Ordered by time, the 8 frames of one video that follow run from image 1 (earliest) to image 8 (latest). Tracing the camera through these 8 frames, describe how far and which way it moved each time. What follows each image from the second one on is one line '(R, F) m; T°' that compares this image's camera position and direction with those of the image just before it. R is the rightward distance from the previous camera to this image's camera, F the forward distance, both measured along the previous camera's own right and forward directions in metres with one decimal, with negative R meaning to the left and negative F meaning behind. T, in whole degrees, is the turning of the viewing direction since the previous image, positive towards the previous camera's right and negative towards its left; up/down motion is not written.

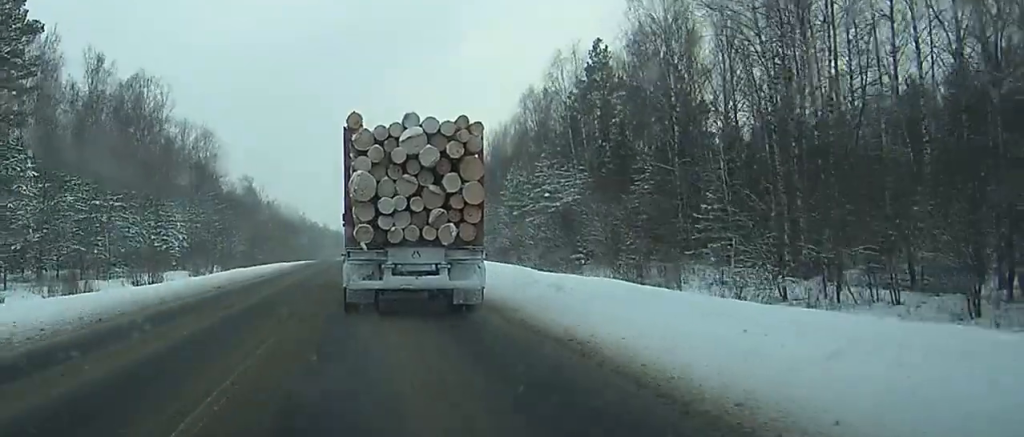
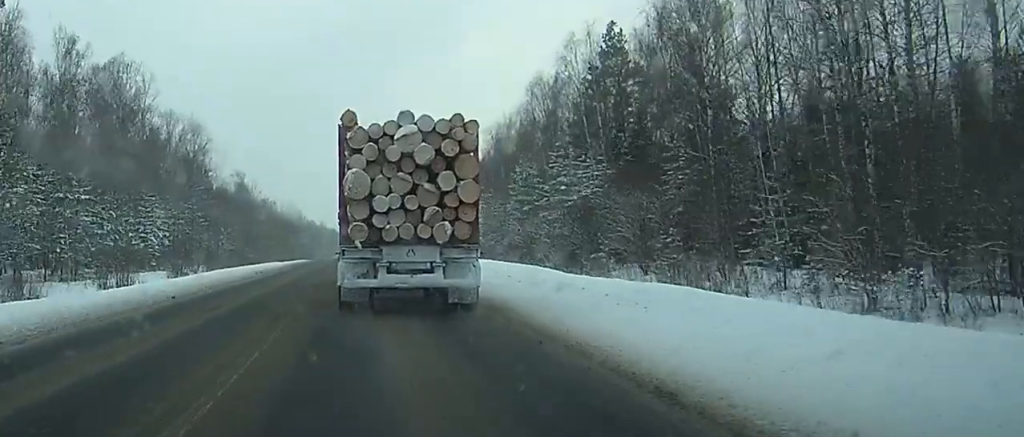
(0.0, +7.1) m; 0°
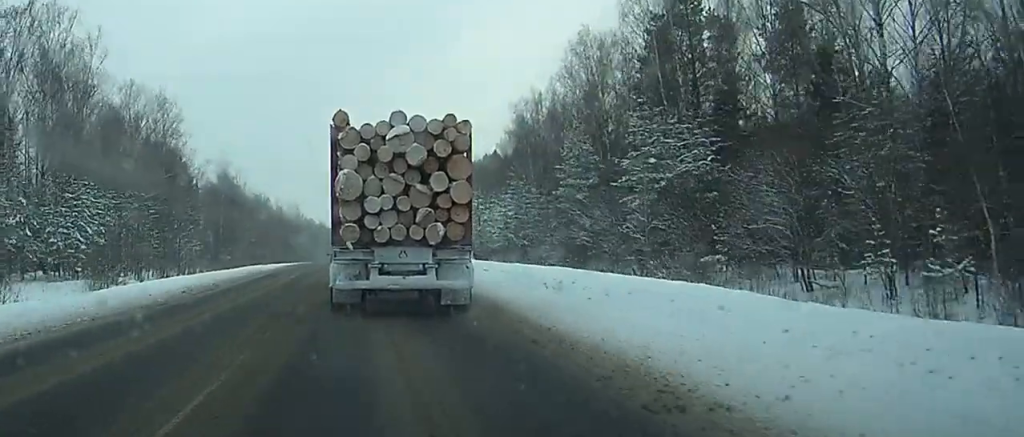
(0.0, +20.7) m; 0°
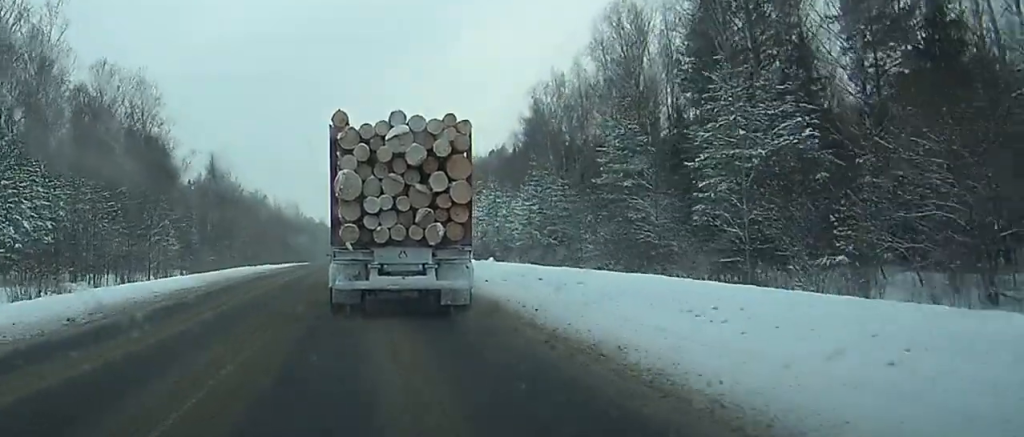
(-0.1, +11.1) m; 0°
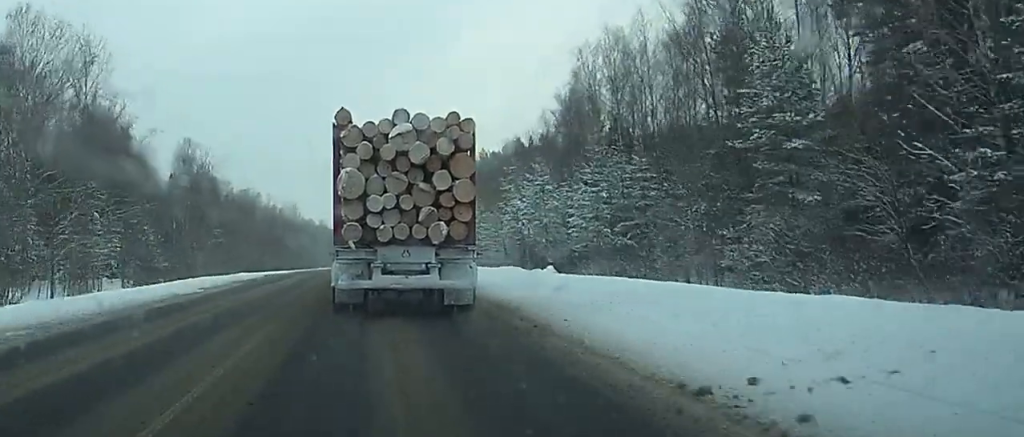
(0.0, +21.0) m; 0°
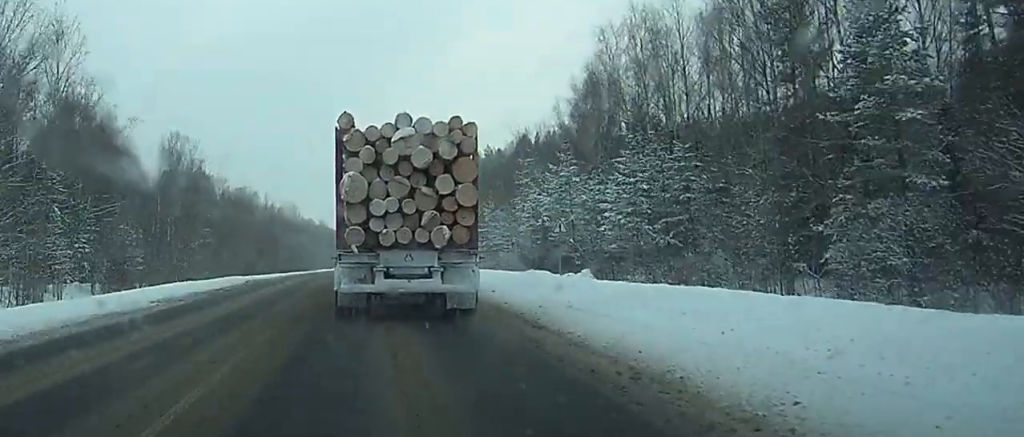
(0.0, +7.5) m; 0°
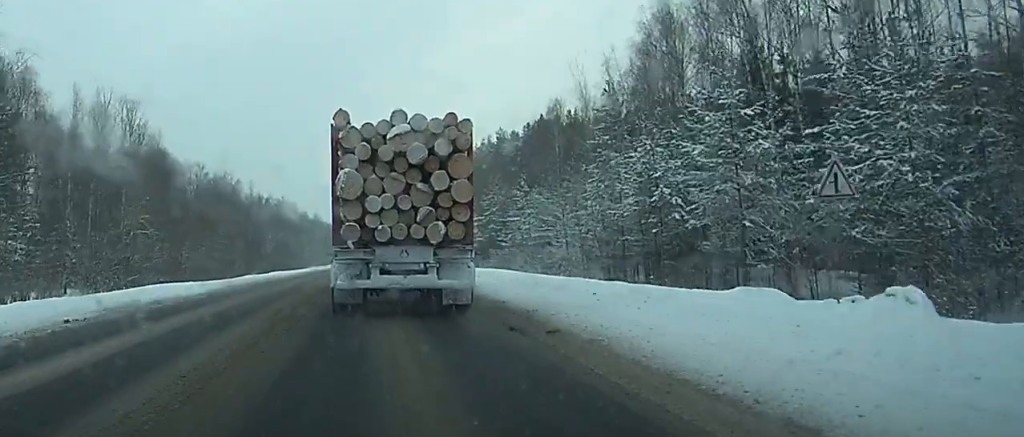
(-0.1, +24.7) m; 0°
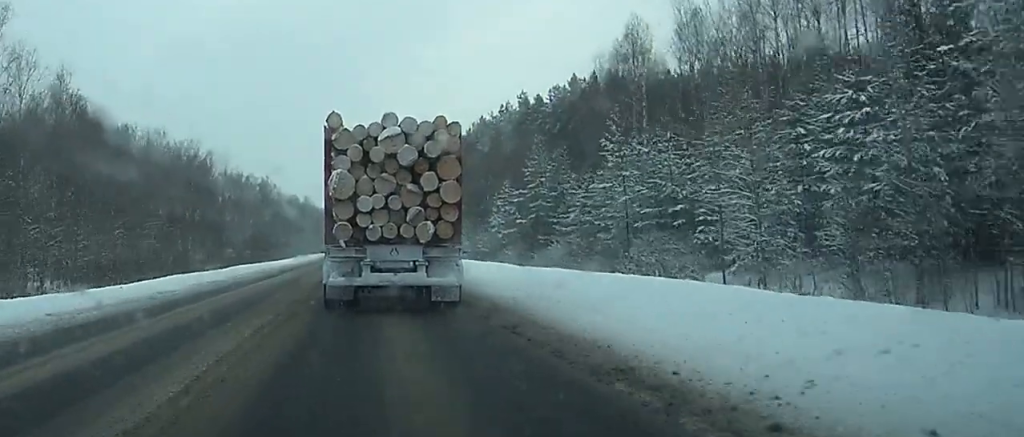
(-0.1, +32.3) m; 0°
